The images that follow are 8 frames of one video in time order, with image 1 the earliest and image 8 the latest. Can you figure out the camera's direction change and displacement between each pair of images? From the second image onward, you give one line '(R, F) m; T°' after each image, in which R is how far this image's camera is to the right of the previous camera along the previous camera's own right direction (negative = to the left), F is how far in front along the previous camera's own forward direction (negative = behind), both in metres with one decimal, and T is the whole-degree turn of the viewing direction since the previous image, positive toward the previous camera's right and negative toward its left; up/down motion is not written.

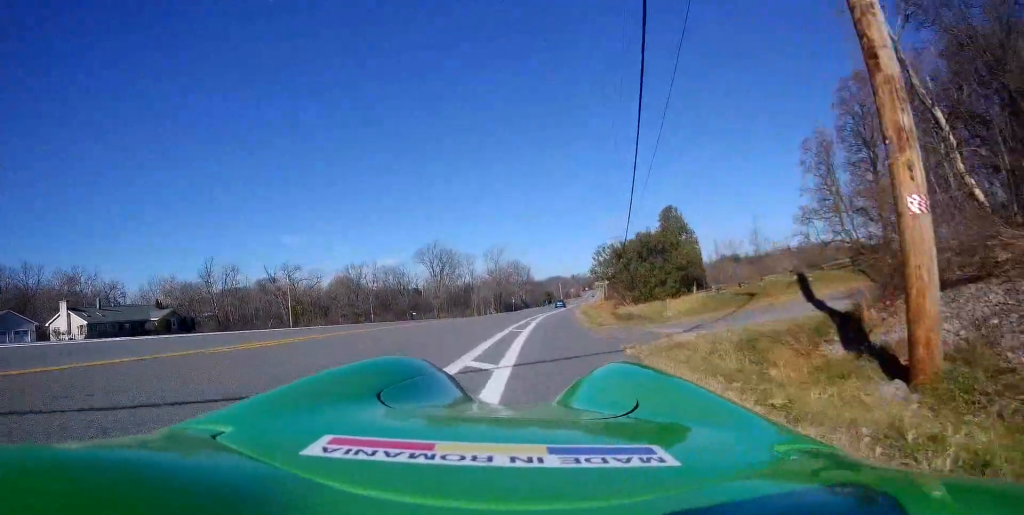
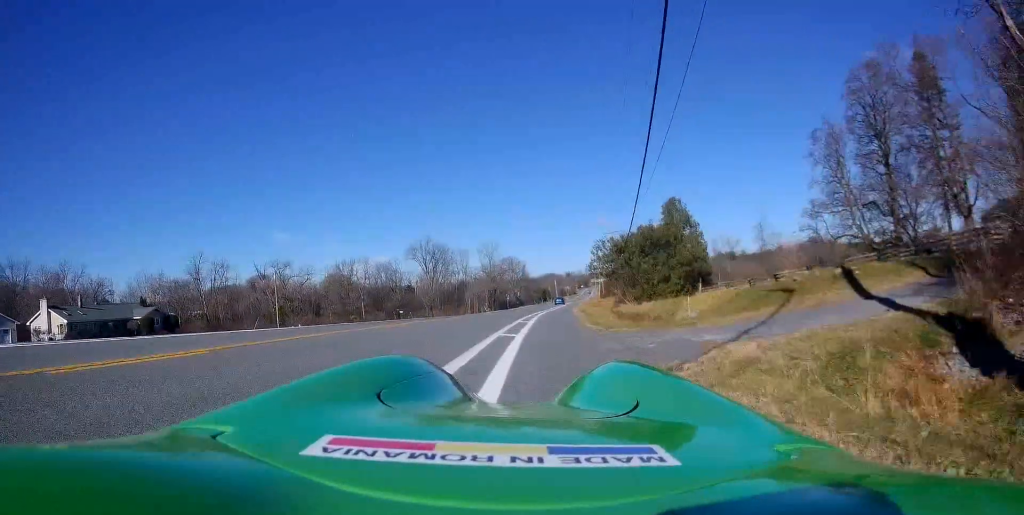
(+0.1, +3.2) m; +1°
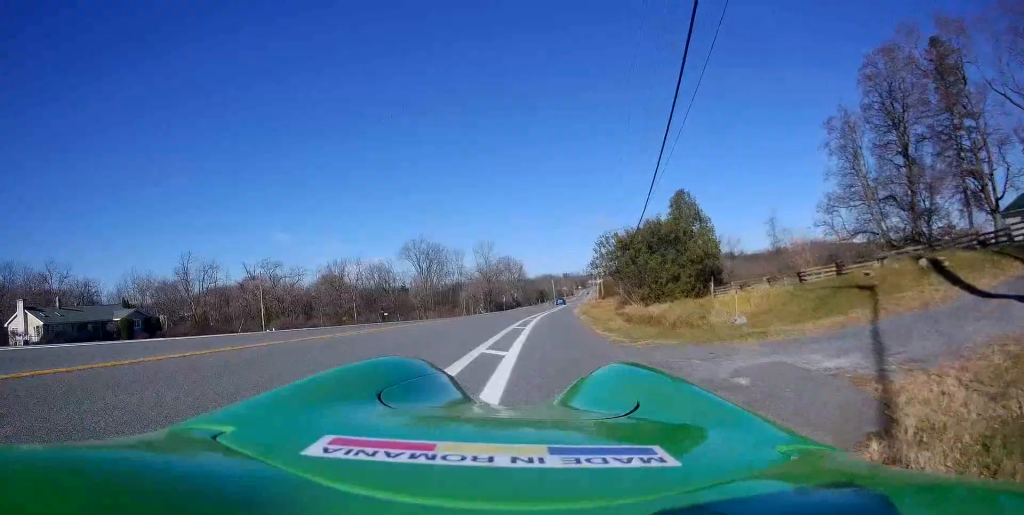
(0.0, +3.9) m; +1°
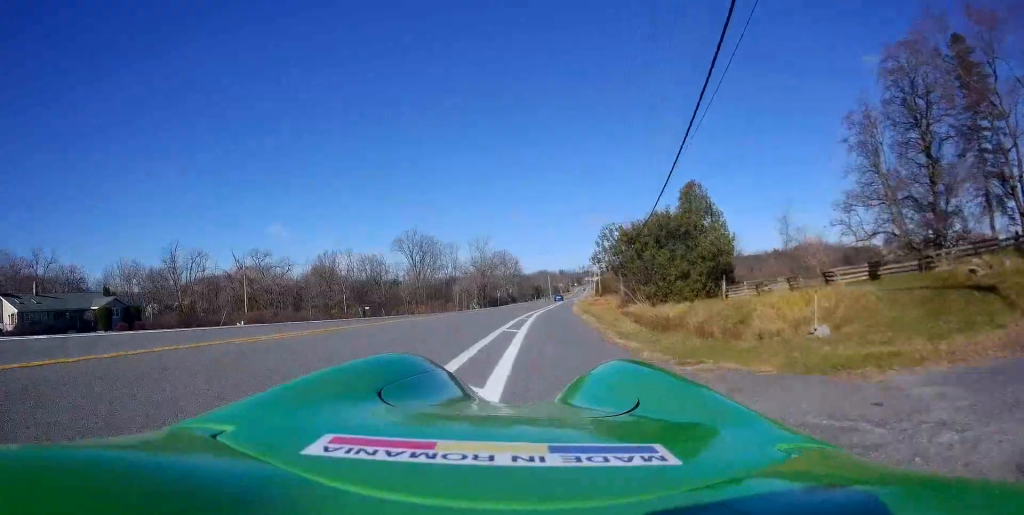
(0.0, +3.5) m; 0°
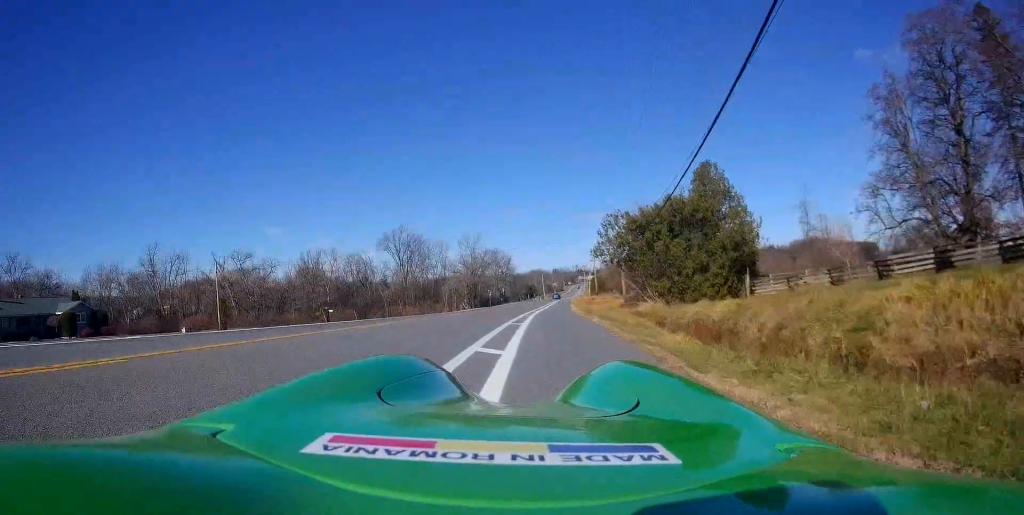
(+0.1, +5.9) m; -1°
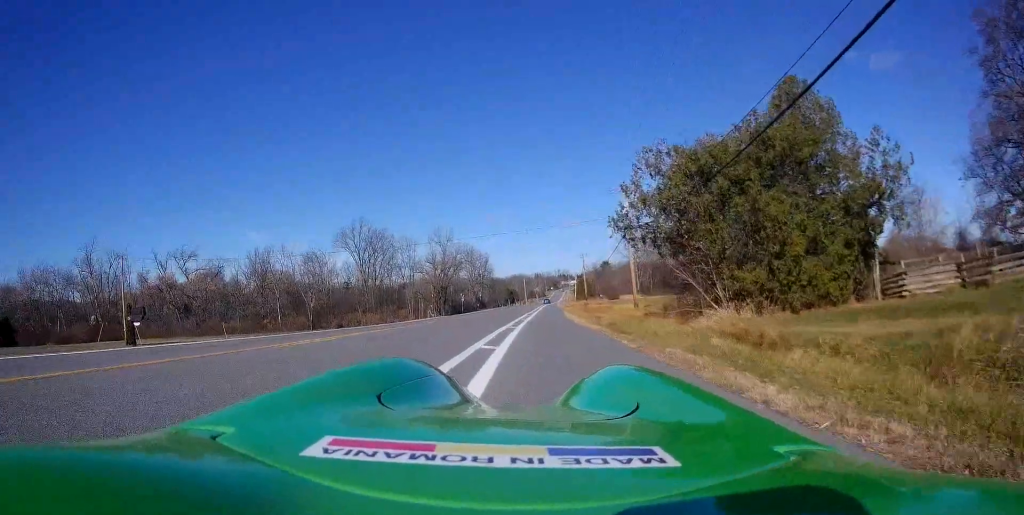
(-0.3, +16.5) m; +1°
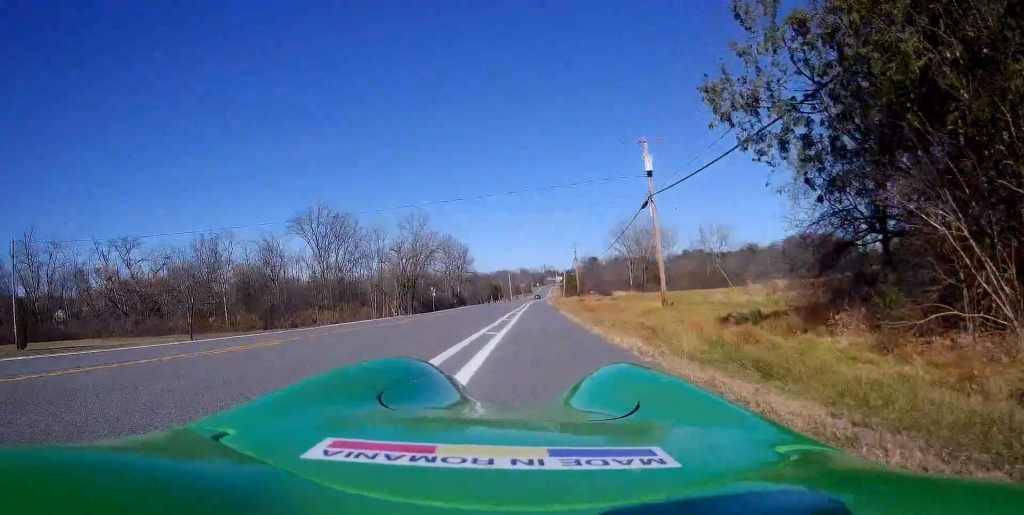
(+1.0, +14.3) m; +4°
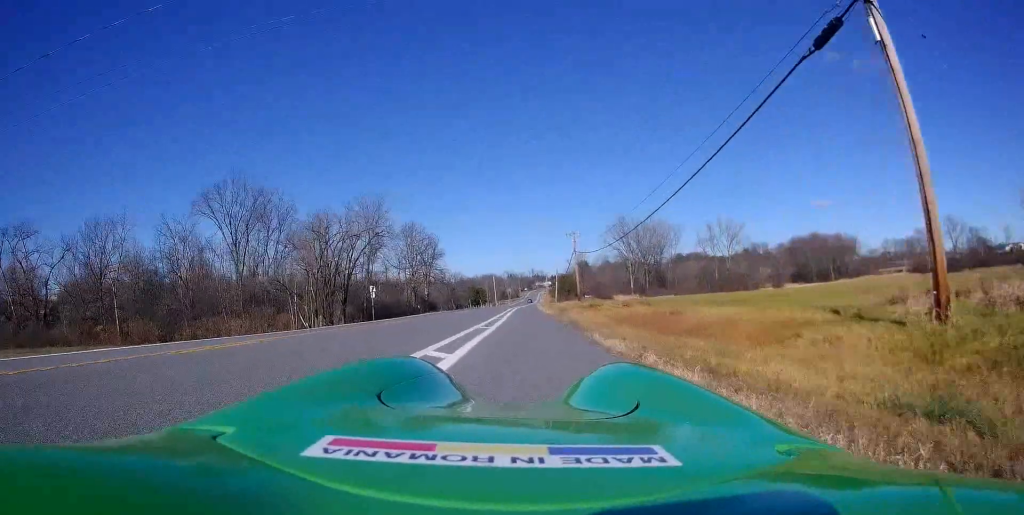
(-0.6, +23.7) m; 0°
